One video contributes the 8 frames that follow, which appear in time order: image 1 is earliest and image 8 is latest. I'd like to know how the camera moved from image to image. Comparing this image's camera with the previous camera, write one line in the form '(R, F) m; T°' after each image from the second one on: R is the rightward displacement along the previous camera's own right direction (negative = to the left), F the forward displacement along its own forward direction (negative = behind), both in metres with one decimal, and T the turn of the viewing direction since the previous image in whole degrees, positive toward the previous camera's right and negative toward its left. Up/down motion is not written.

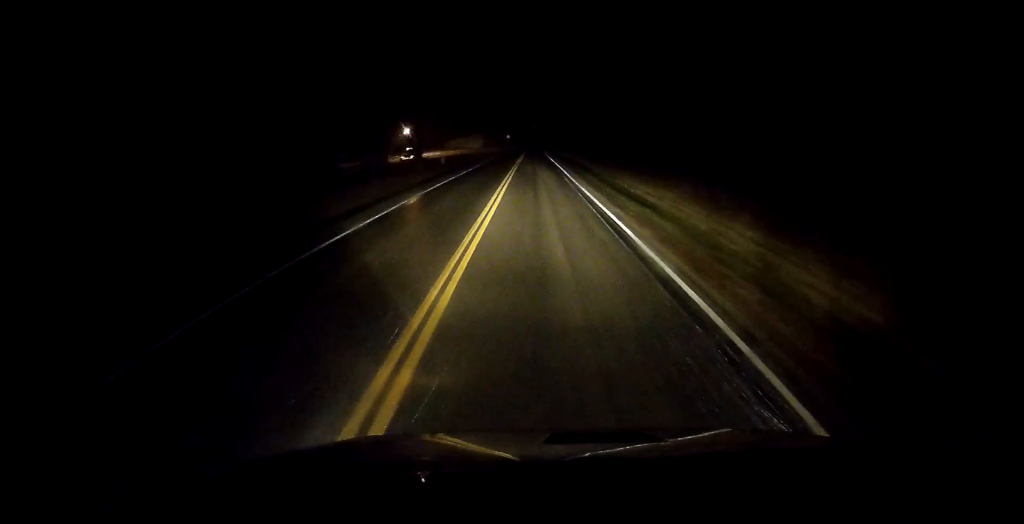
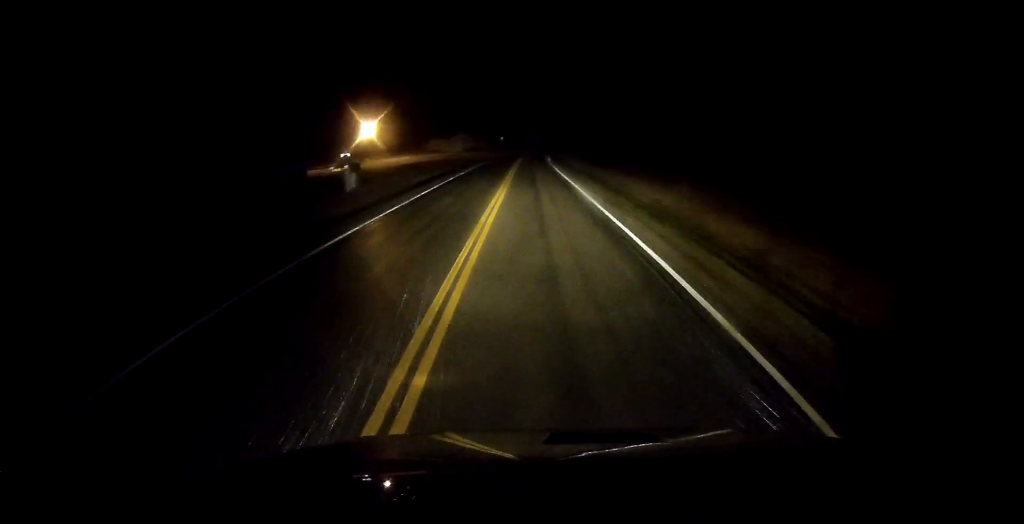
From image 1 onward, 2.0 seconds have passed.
(+0.2, +37.5) m; 0°
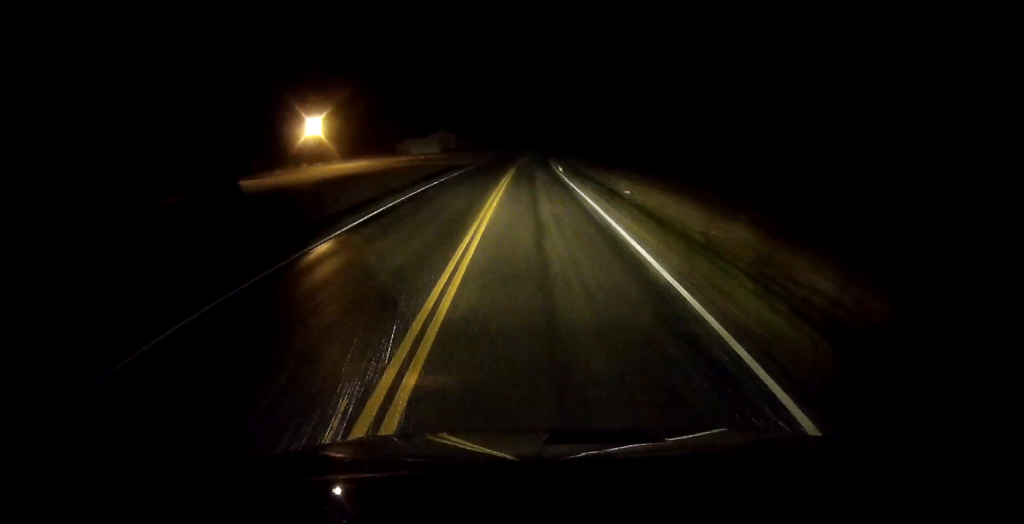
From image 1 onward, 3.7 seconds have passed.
(-0.1, +33.2) m; 0°
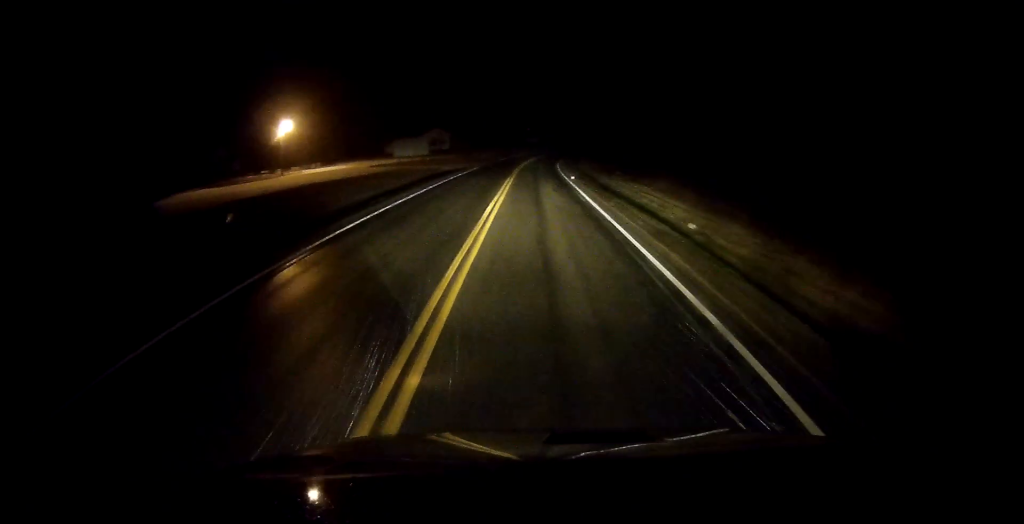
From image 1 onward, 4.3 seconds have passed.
(0.0, +11.9) m; +1°
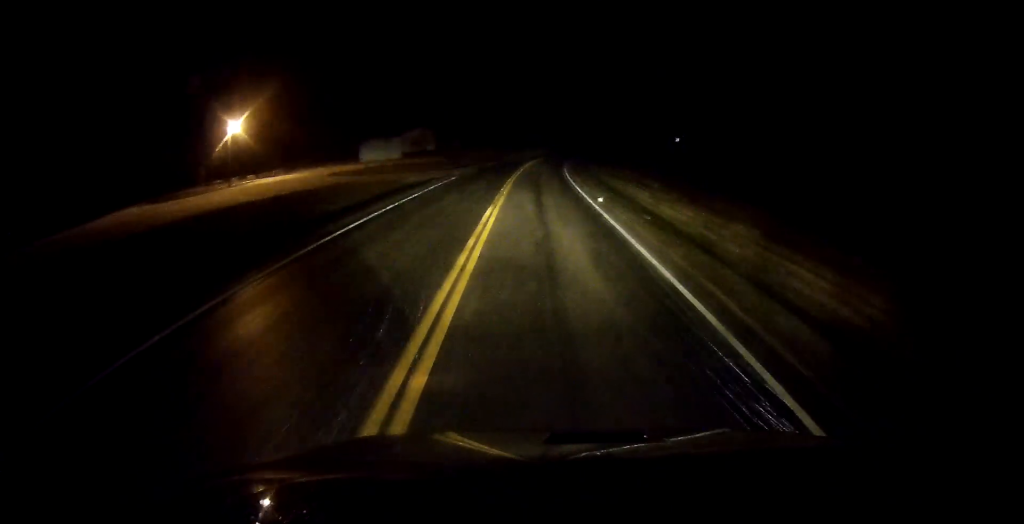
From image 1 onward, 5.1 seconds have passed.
(+0.2, +15.8) m; +1°
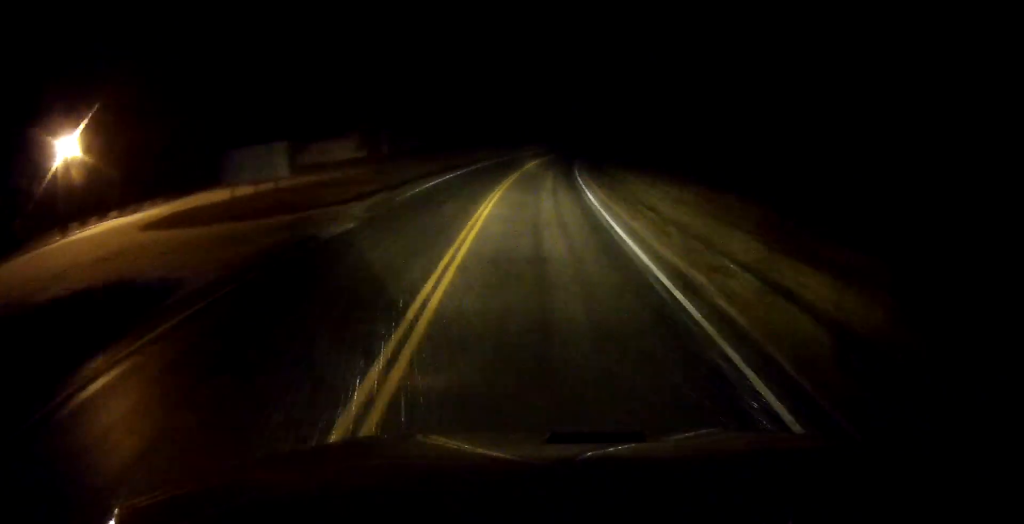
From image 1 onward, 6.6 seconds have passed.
(0.0, +29.4) m; +1°
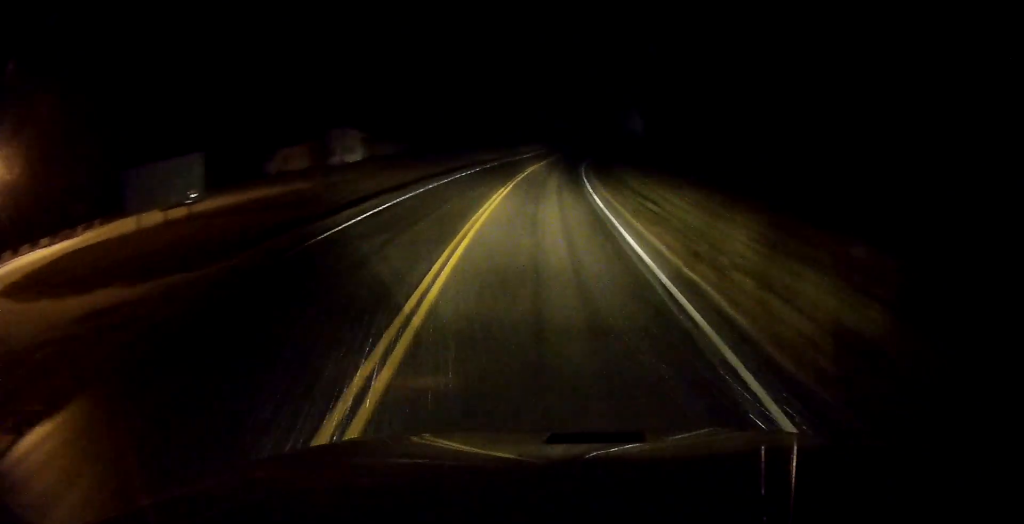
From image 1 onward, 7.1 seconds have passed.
(+0.3, +10.4) m; +2°
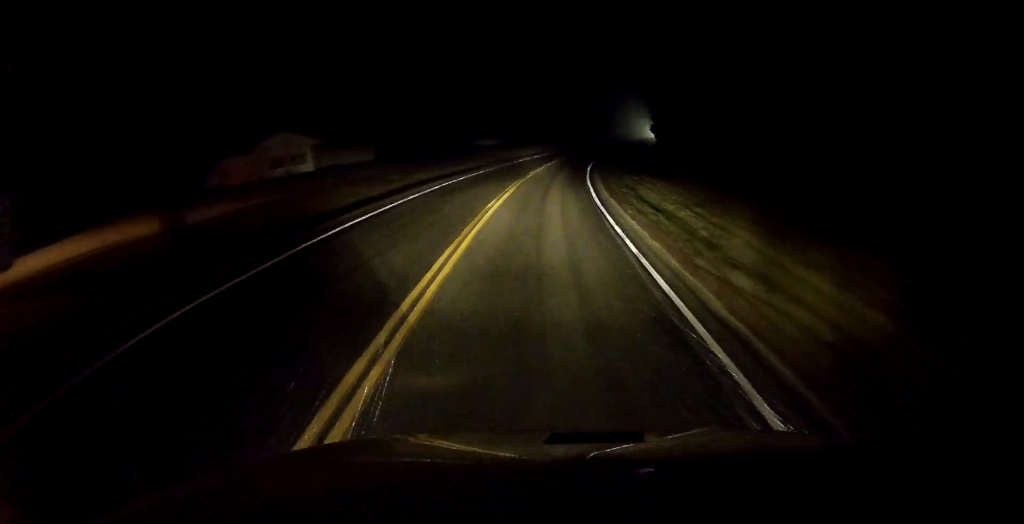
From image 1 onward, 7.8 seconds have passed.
(+0.3, +13.0) m; +2°
